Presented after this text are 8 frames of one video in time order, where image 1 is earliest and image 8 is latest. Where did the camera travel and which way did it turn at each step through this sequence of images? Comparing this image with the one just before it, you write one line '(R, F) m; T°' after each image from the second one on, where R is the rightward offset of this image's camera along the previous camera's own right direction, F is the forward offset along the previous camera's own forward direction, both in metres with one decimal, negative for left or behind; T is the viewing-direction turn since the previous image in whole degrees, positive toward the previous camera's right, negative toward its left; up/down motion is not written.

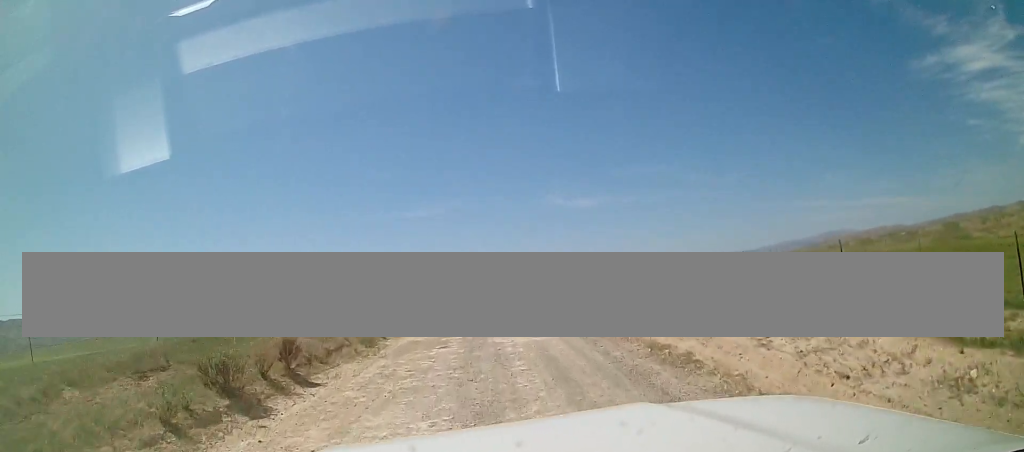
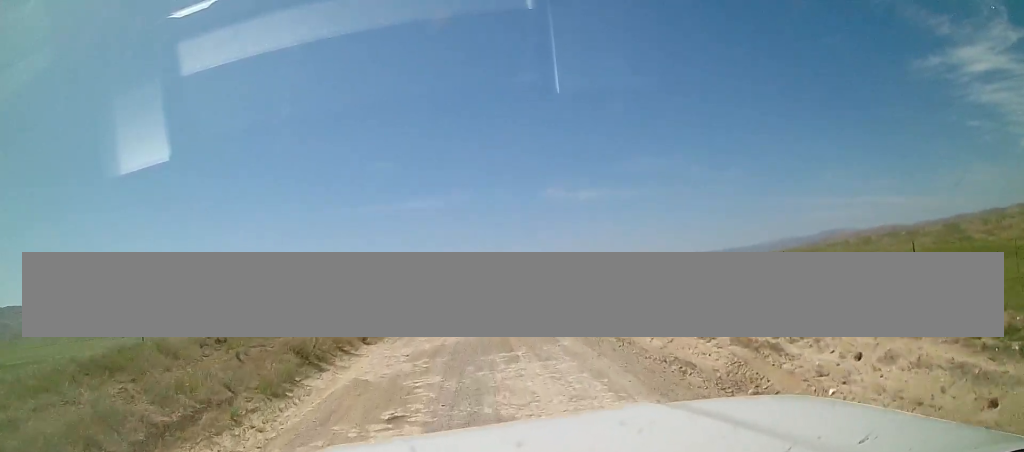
(-0.3, +7.3) m; 0°
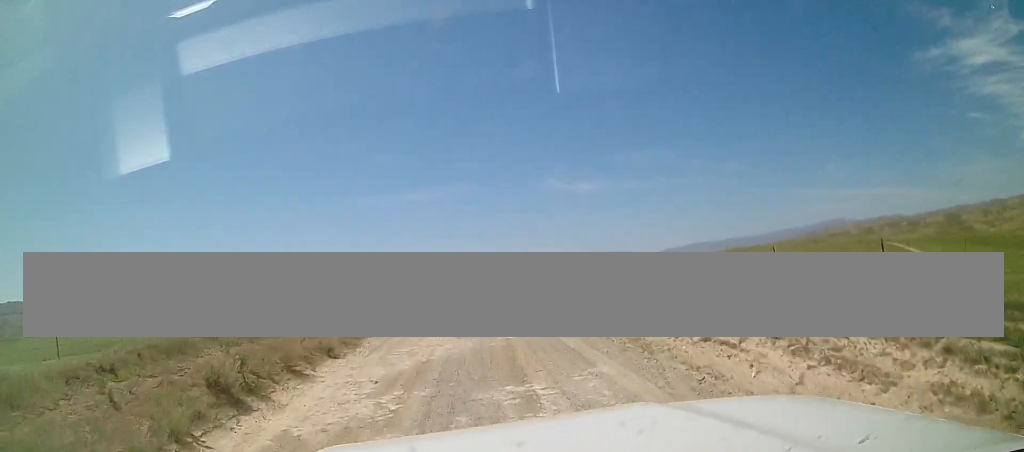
(+0.2, +3.9) m; 0°
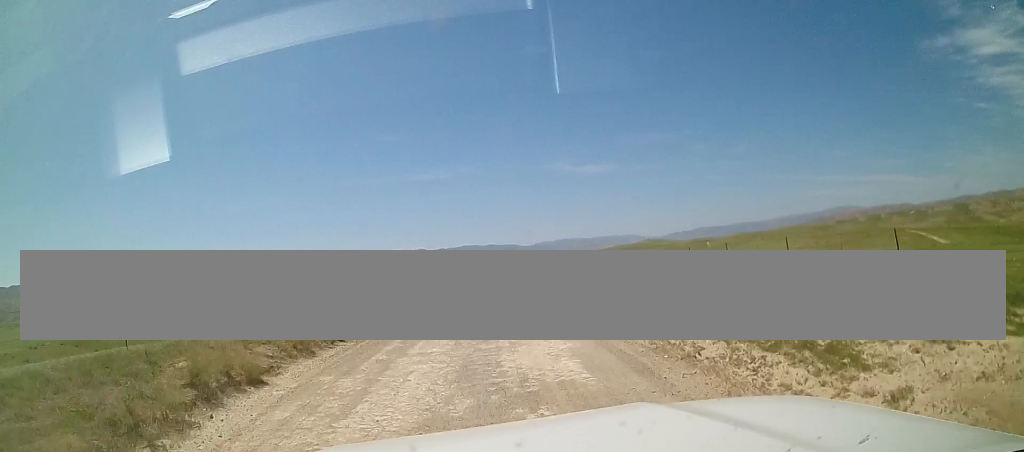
(-0.2, +9.6) m; -2°
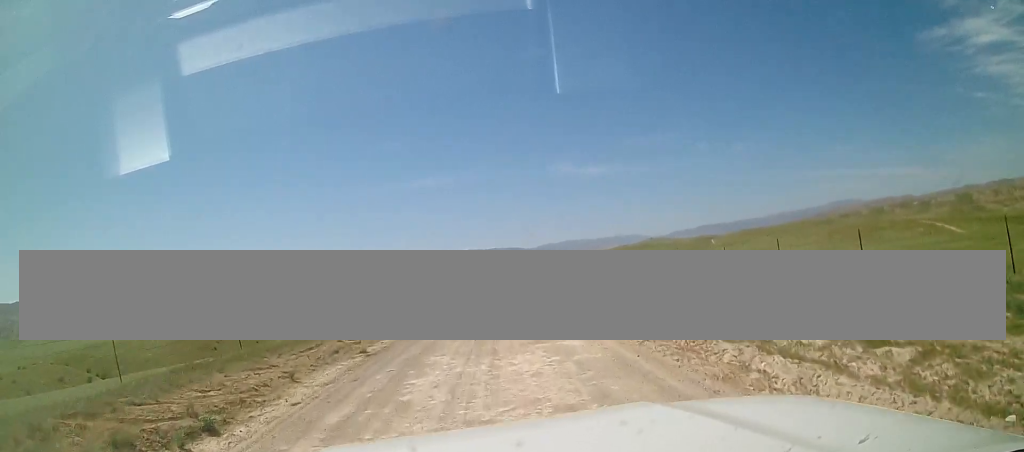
(-0.1, +7.8) m; +1°
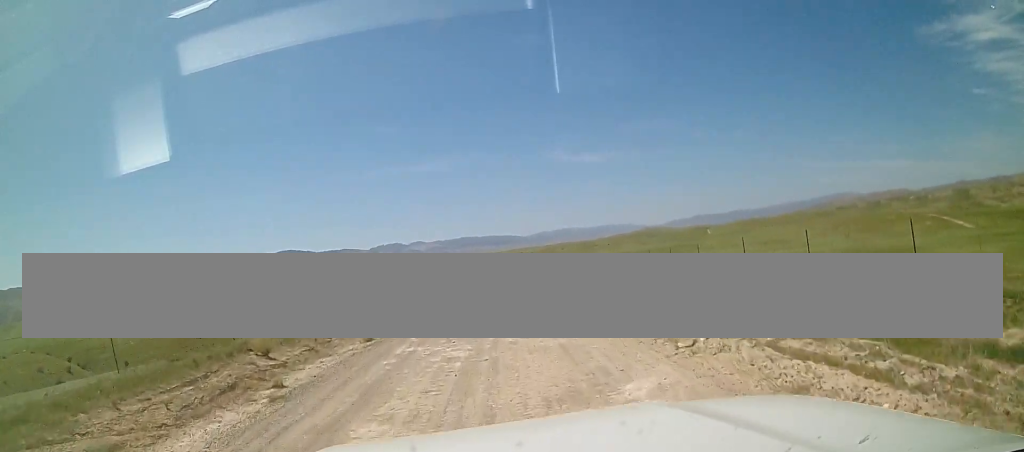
(+0.1, +6.4) m; +2°
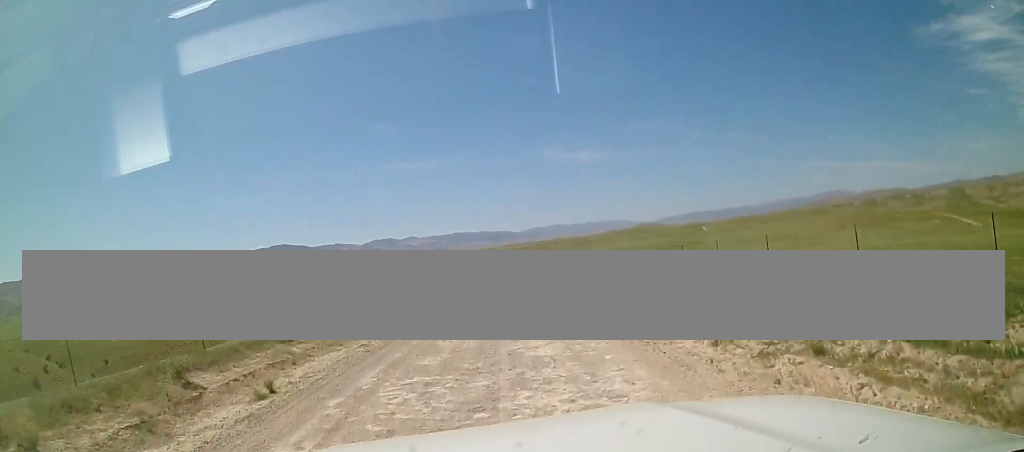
(+0.3, +7.1) m; 0°
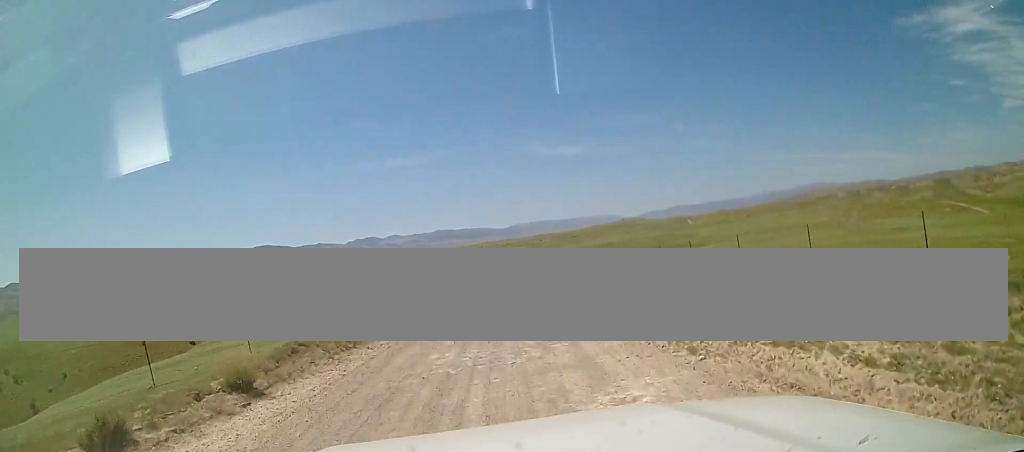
(-0.6, +13.0) m; -1°
